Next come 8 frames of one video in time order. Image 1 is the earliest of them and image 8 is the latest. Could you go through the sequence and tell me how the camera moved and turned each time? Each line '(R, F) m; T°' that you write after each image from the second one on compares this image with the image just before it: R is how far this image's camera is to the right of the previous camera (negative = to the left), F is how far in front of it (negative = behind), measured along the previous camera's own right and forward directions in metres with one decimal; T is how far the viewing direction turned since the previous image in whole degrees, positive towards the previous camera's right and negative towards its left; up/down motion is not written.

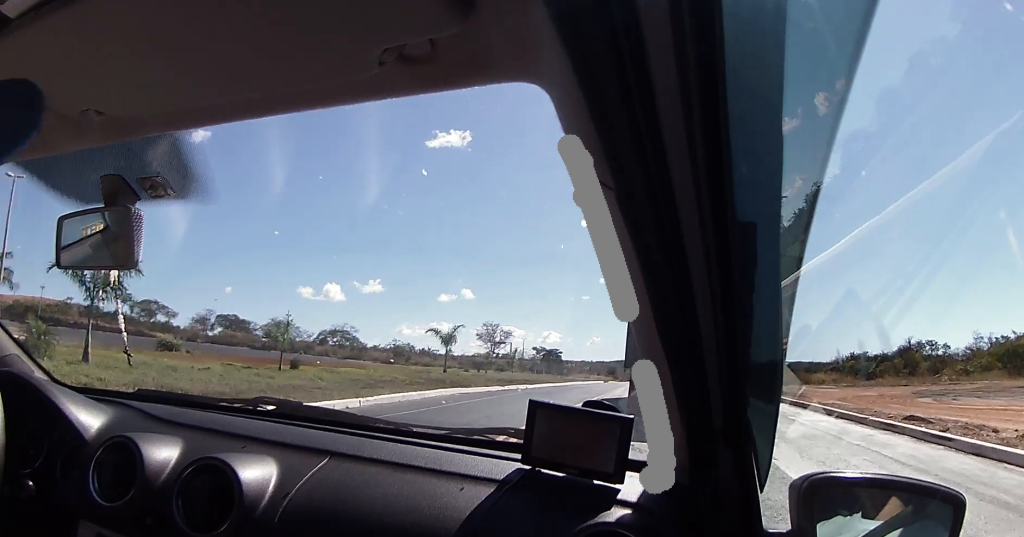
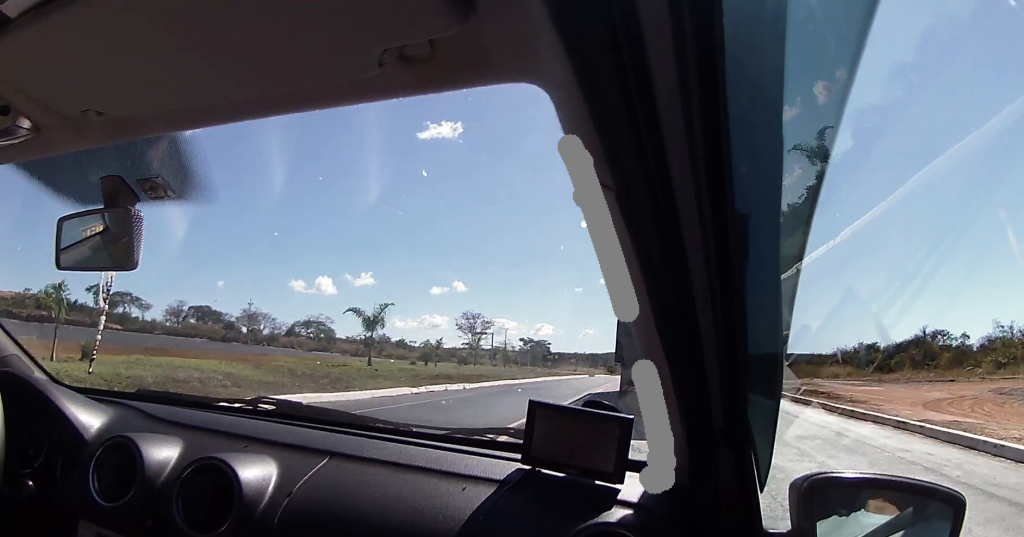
(+0.1, +12.3) m; +1°
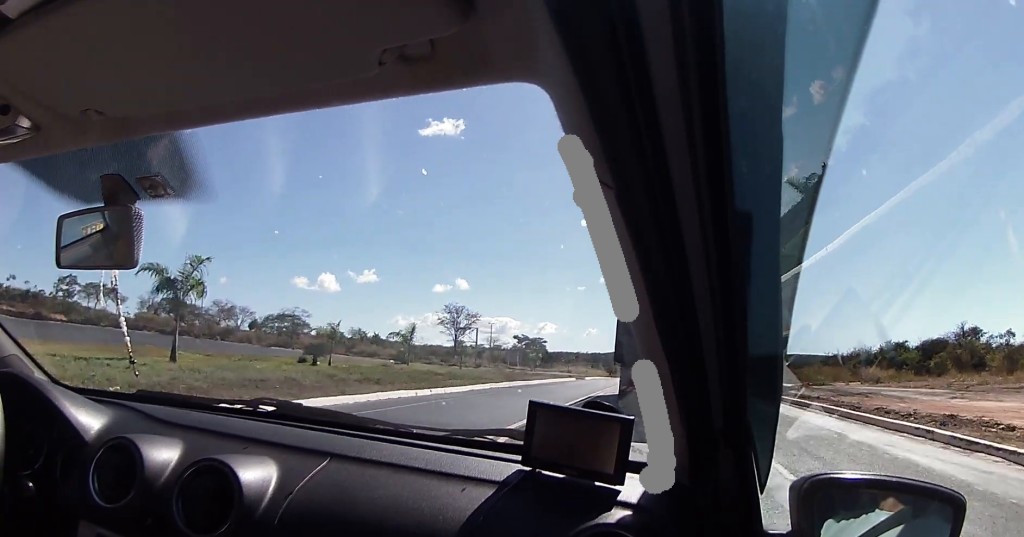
(+0.2, +17.0) m; +1°
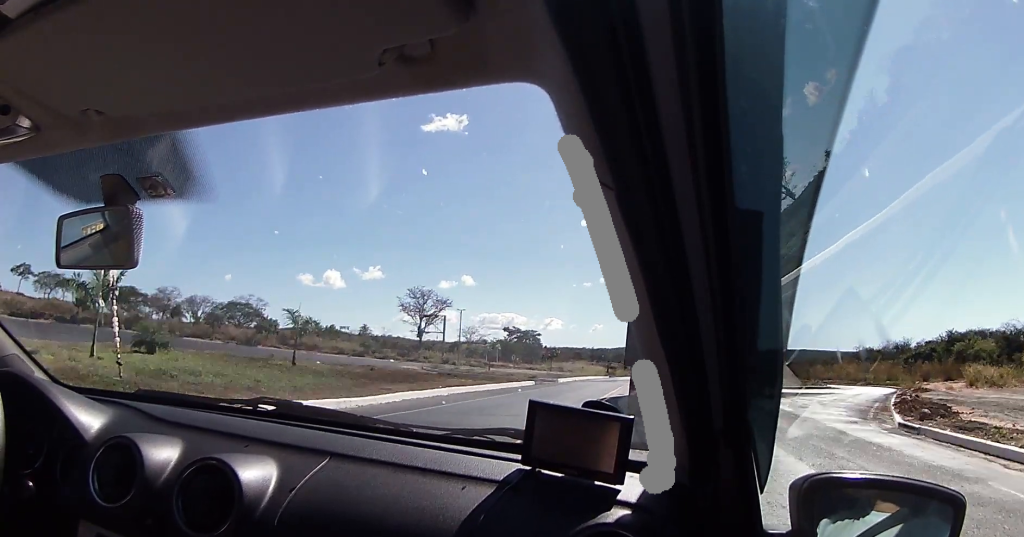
(0.0, +27.1) m; 0°
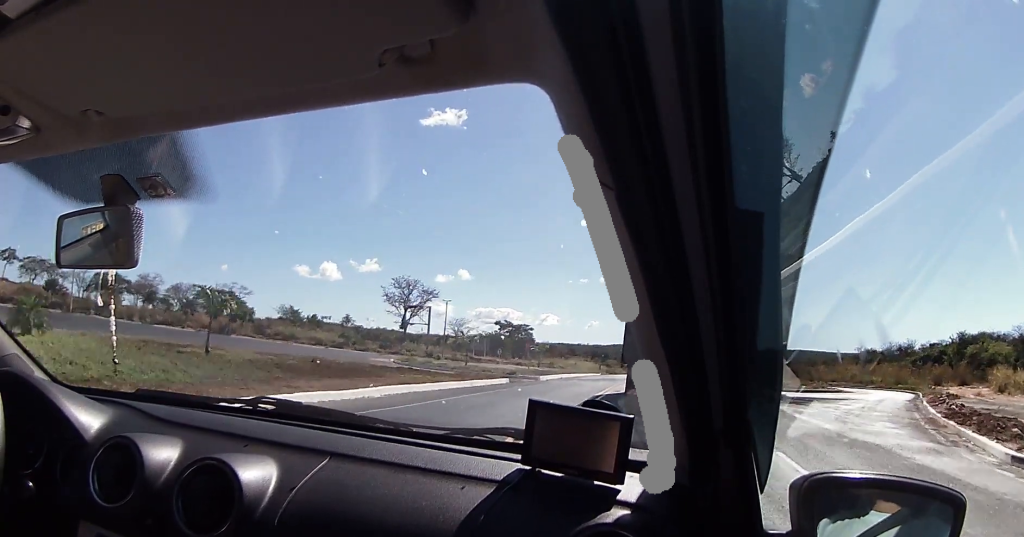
(0.0, +6.0) m; 0°
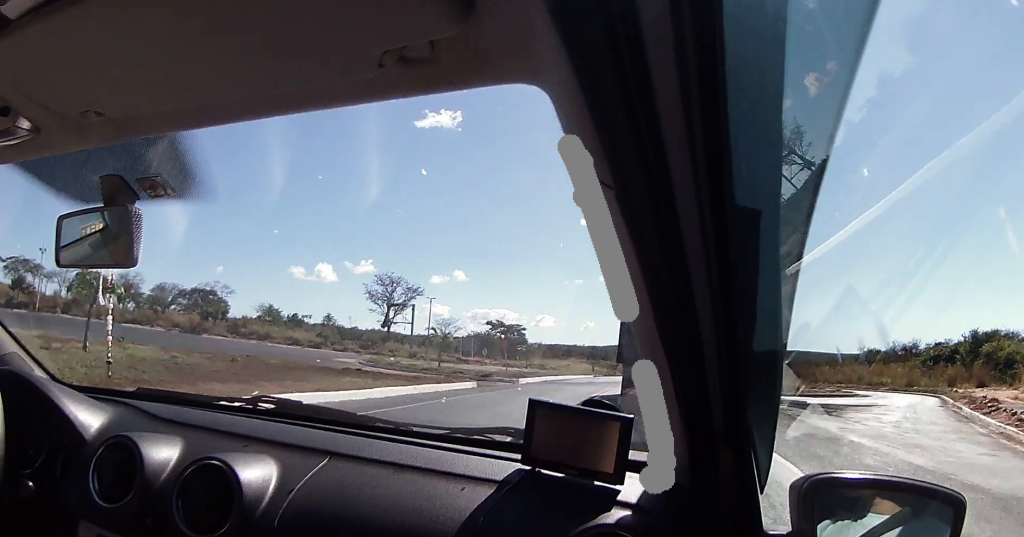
(+0.1, +5.9) m; 0°
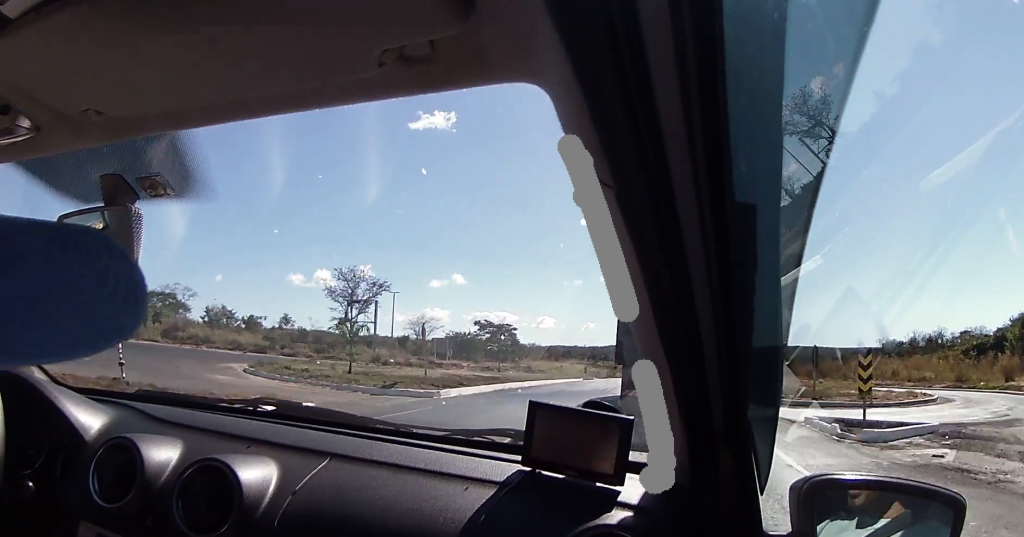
(+0.1, +14.9) m; 0°
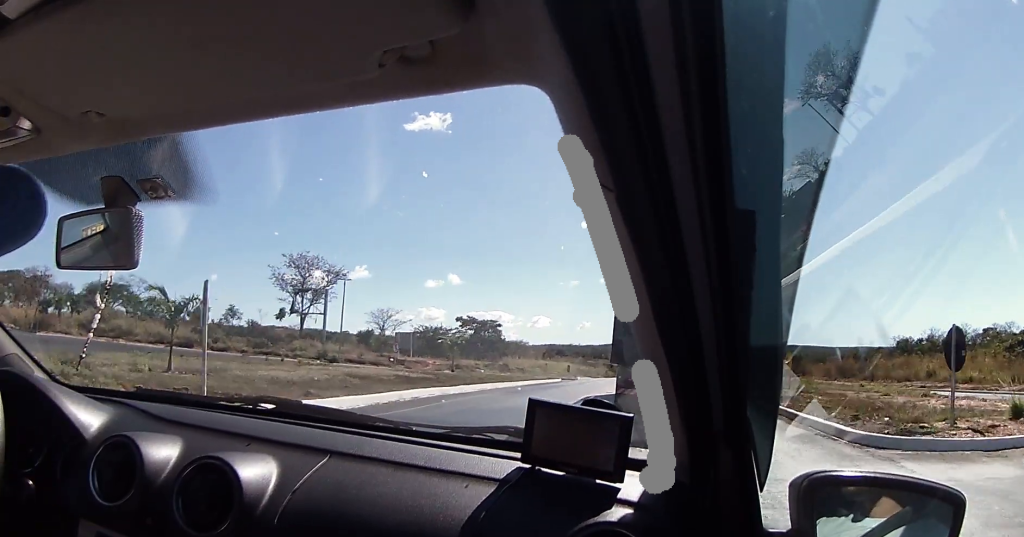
(0.0, +13.9) m; 0°
